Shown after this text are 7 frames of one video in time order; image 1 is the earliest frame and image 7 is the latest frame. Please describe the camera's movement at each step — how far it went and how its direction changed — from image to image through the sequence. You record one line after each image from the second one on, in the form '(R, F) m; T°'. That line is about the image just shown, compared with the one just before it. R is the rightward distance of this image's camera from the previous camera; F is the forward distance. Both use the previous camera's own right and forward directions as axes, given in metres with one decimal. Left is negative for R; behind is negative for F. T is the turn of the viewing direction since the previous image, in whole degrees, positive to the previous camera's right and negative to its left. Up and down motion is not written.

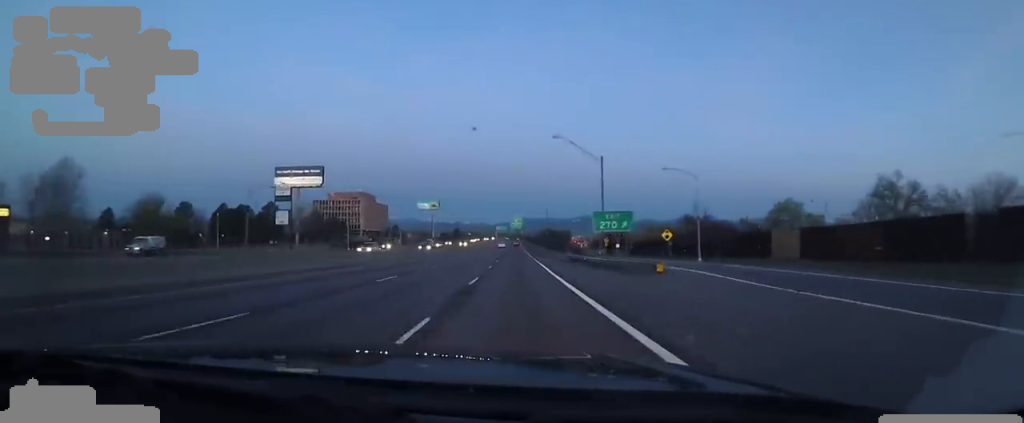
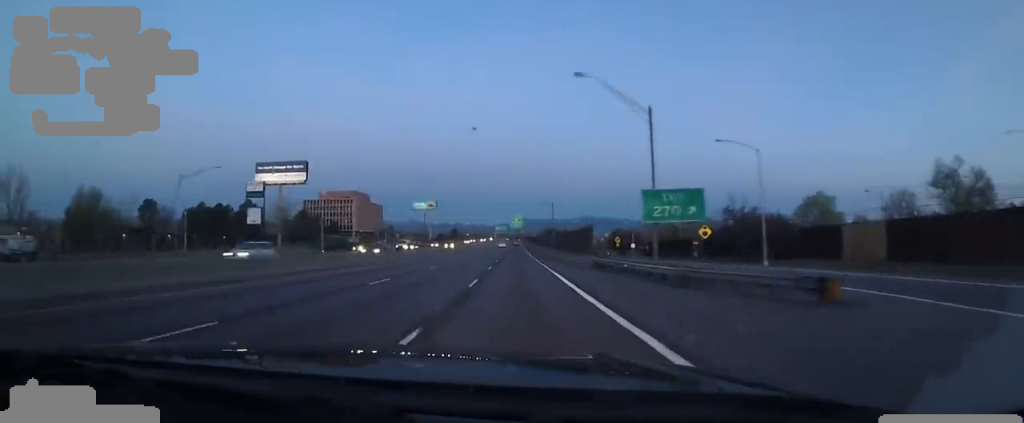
(-0.5, +13.4) m; 0°
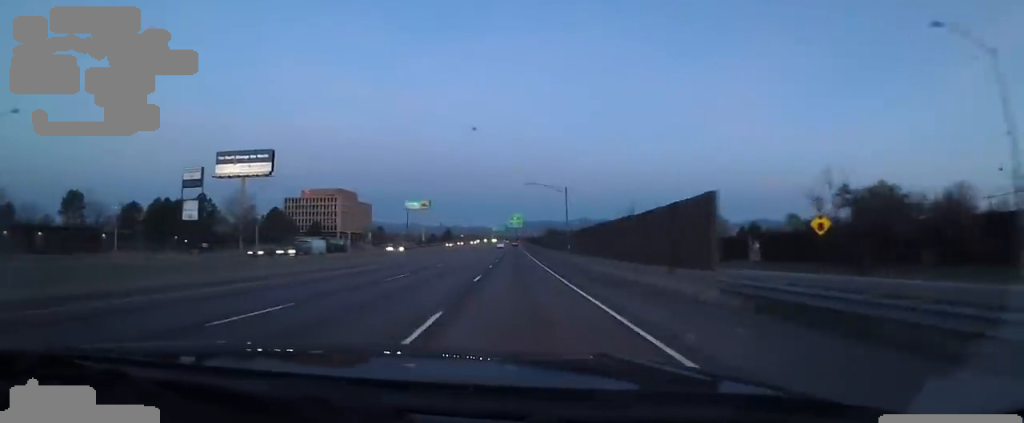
(+1.0, +21.7) m; +2°
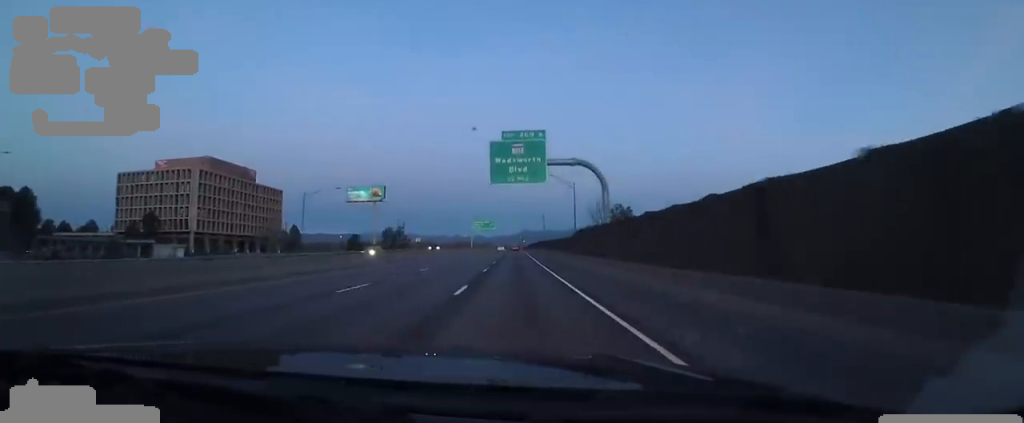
(+1.4, +114.0) m; +1°
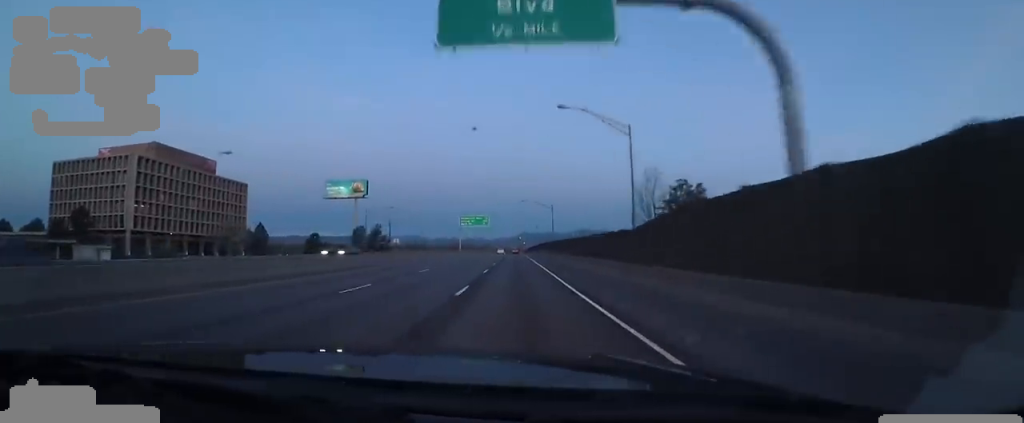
(0.0, +24.7) m; 0°
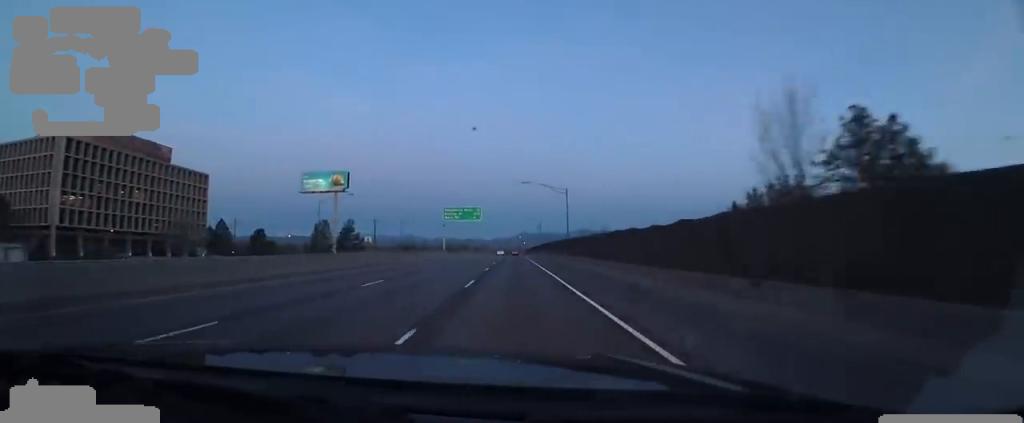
(0.0, +21.3) m; 0°
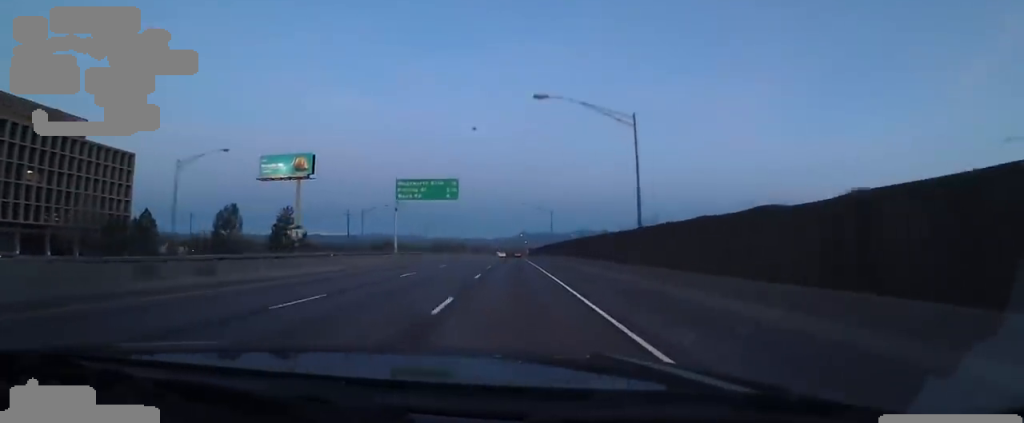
(0.0, +30.4) m; 0°
